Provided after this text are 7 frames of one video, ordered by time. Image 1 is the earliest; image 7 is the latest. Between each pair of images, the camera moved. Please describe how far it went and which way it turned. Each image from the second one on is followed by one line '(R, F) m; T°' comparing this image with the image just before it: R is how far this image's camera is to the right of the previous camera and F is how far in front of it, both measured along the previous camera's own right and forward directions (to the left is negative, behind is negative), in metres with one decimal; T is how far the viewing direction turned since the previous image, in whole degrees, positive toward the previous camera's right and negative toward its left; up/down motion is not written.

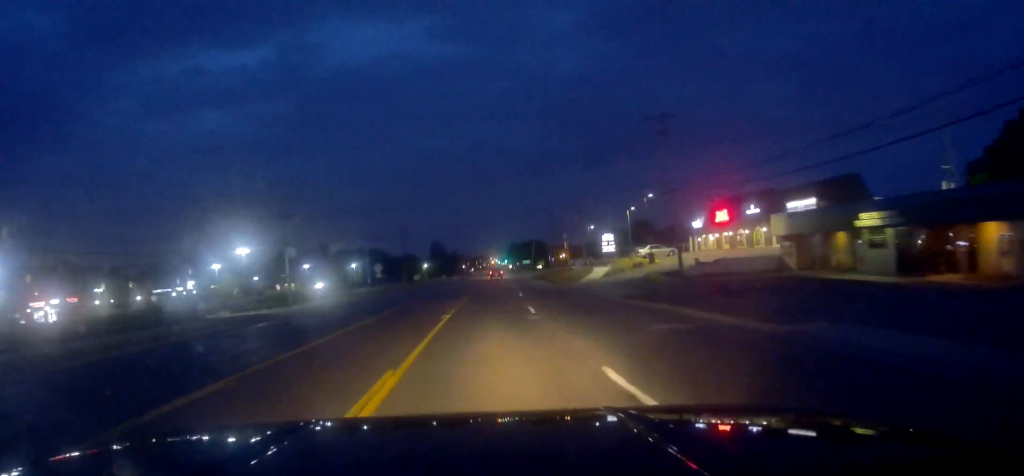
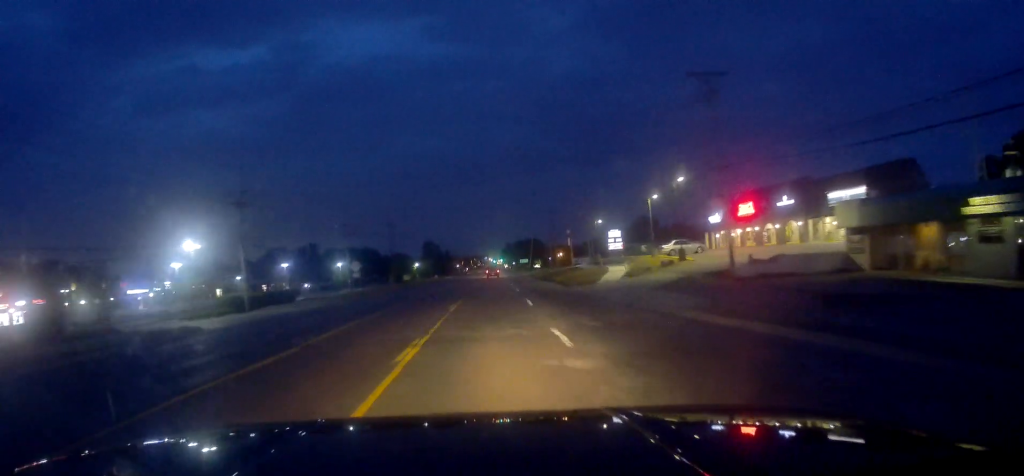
(-0.1, +10.2) m; +1°
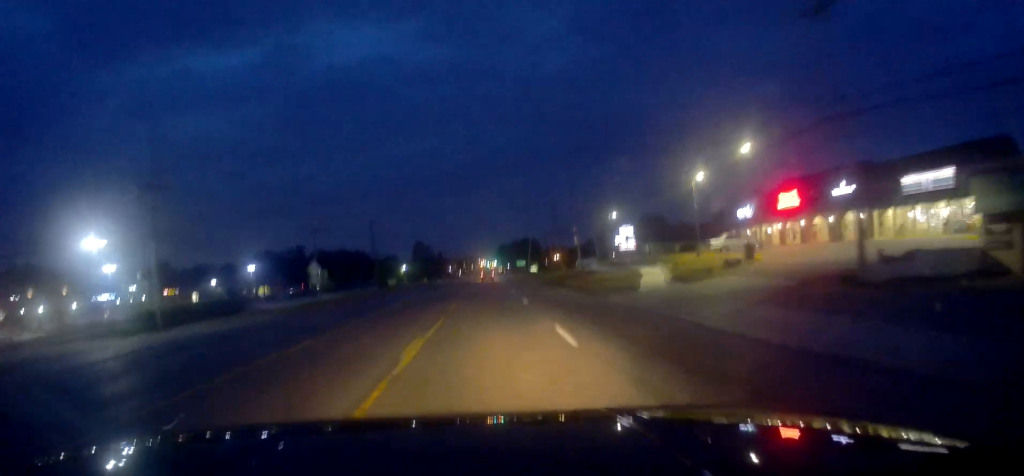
(+0.3, +14.2) m; +2°
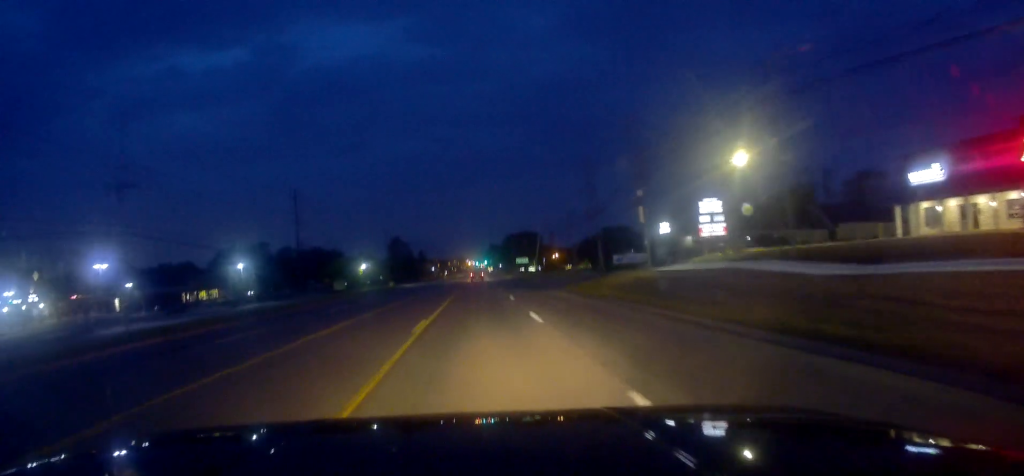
(-0.1, +39.4) m; 0°
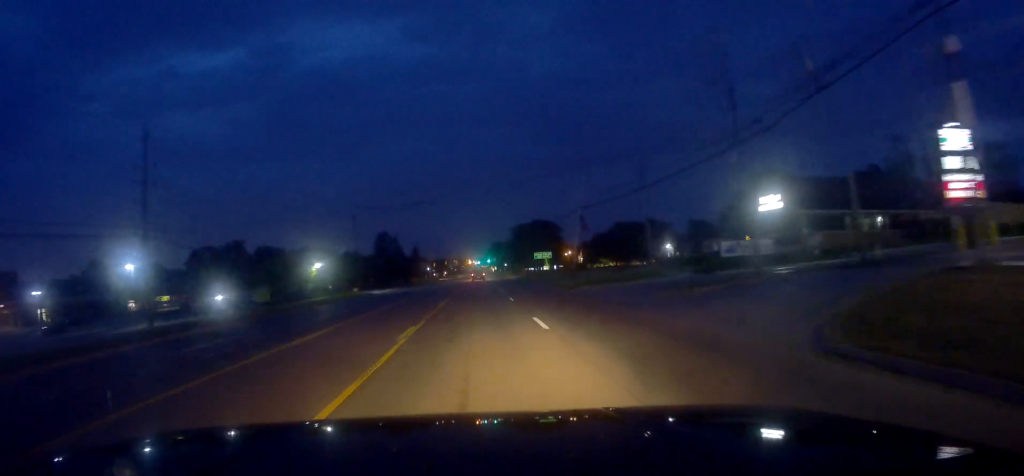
(+0.6, +33.5) m; +1°
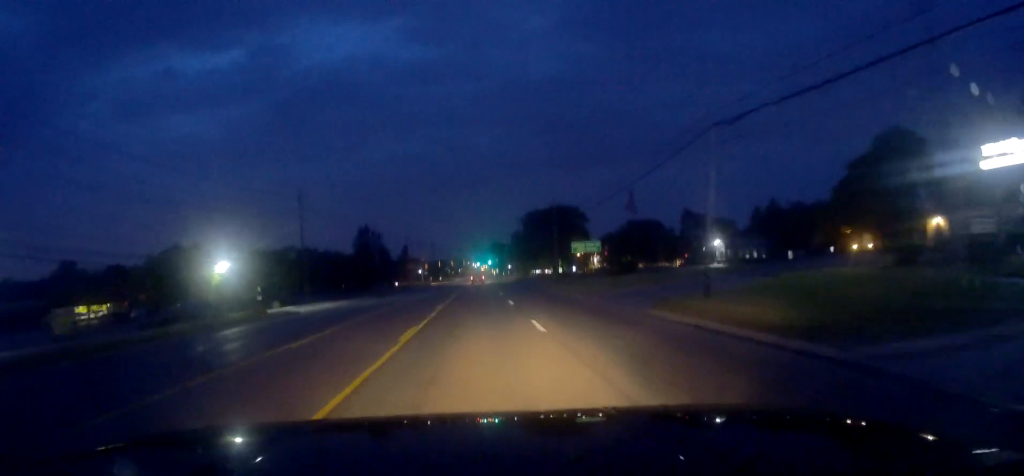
(+0.1, +30.8) m; -1°
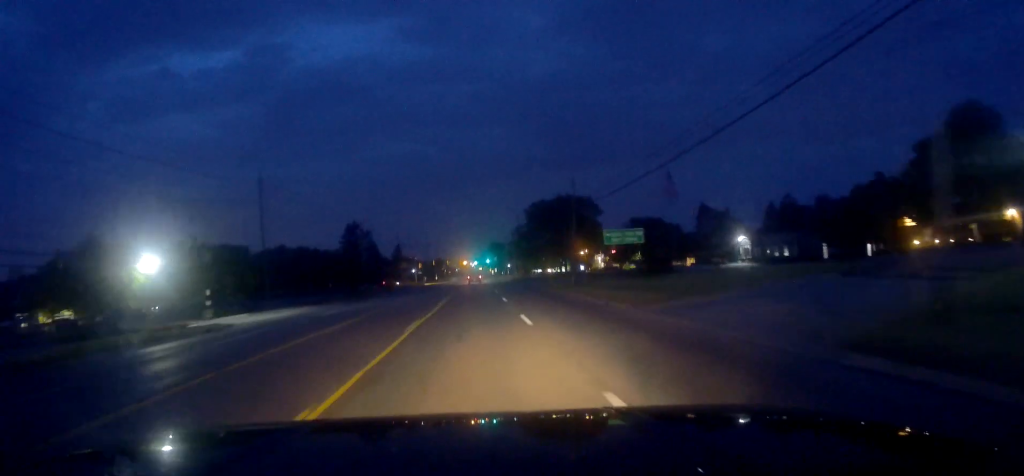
(-0.5, +12.1) m; 0°
